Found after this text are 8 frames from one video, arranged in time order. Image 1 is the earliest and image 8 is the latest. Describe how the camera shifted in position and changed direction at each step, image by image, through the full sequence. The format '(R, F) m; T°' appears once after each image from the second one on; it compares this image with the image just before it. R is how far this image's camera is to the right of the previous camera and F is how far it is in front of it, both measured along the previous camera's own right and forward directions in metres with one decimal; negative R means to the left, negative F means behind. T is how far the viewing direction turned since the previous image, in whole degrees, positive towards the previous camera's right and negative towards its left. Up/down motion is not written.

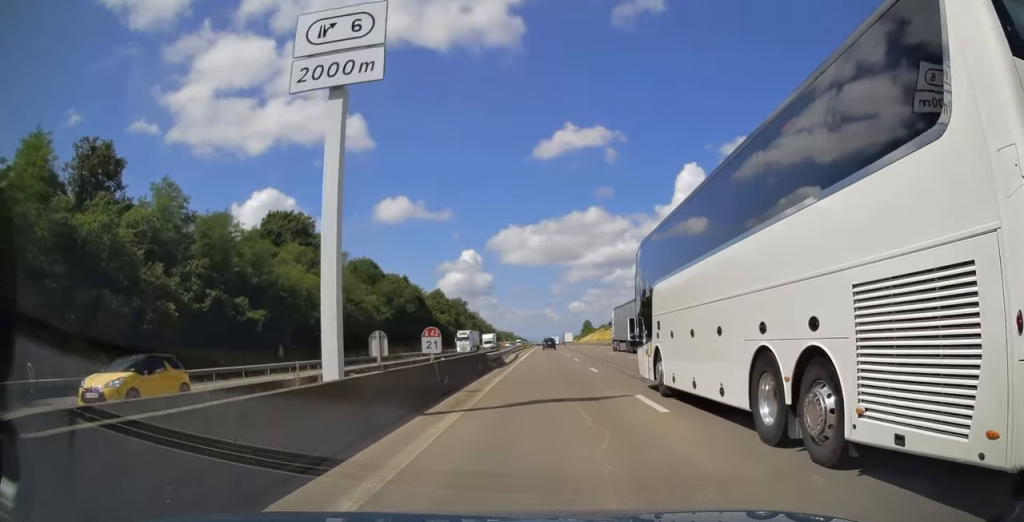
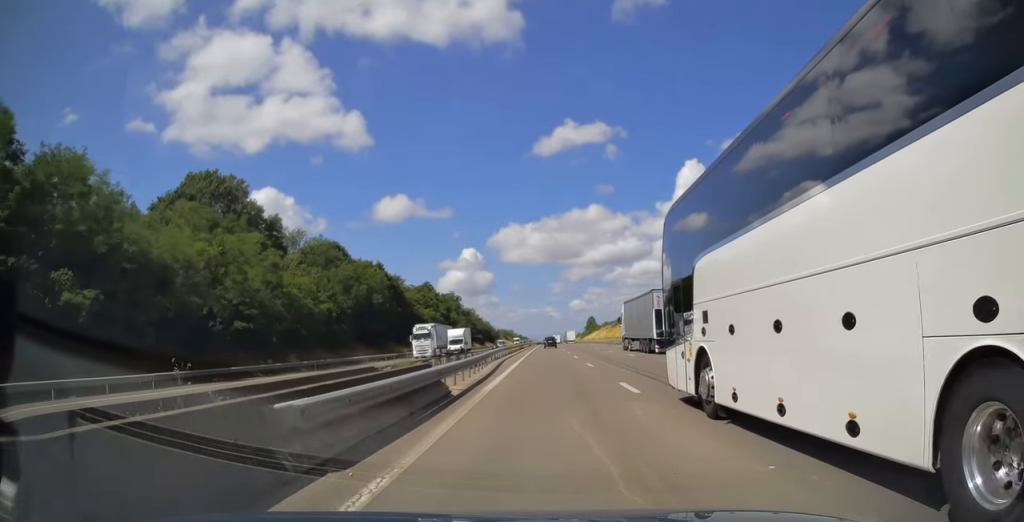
(+0.1, +22.7) m; 0°
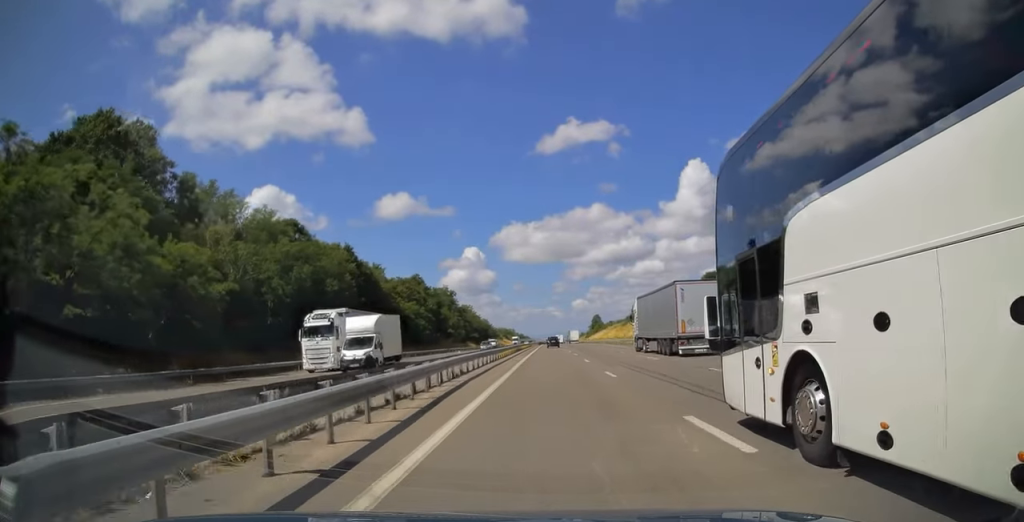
(-0.2, +20.4) m; 0°
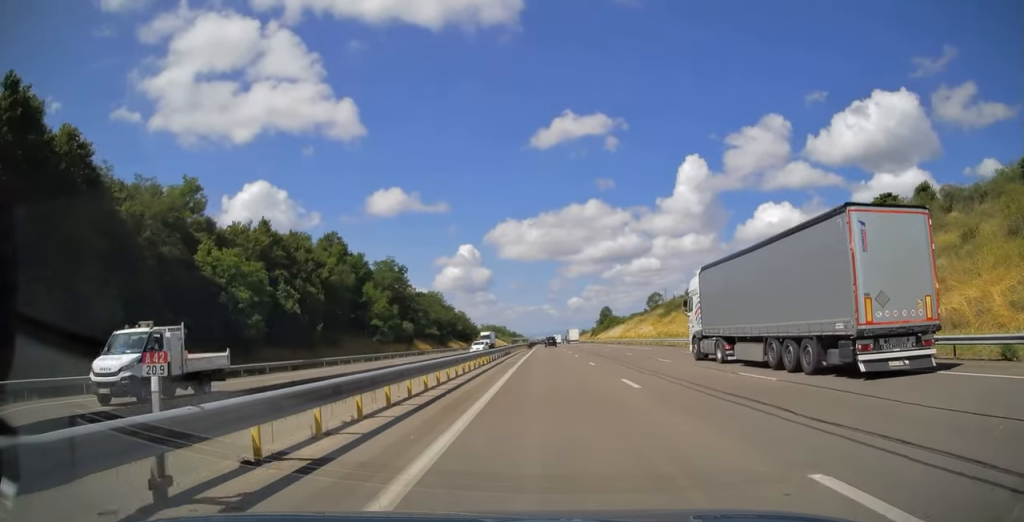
(0.0, +69.1) m; +1°
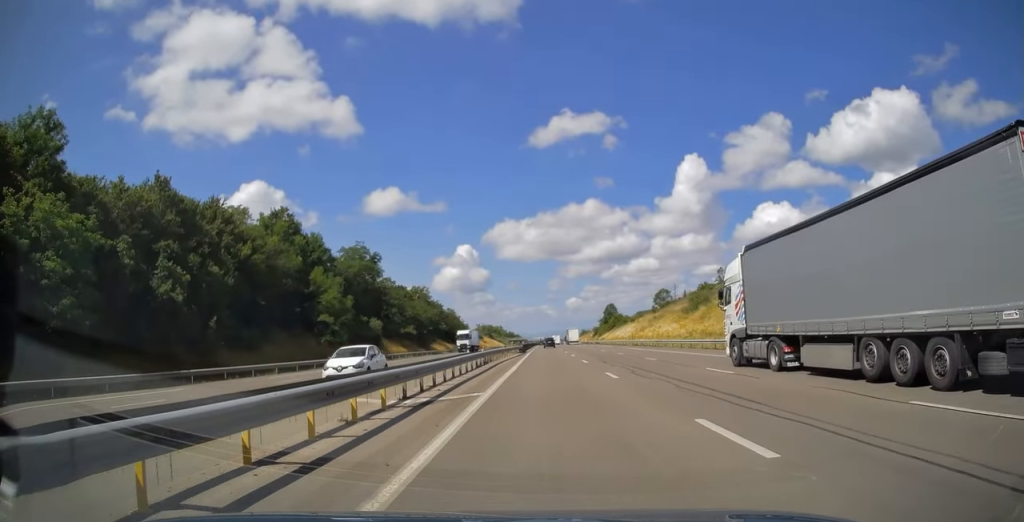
(+0.2, +22.1) m; 0°
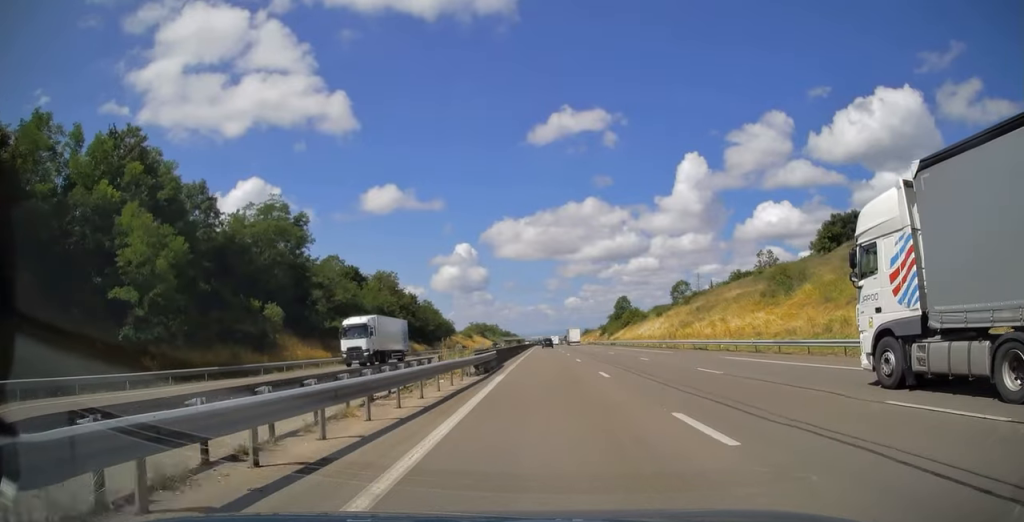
(+0.2, +37.9) m; 0°
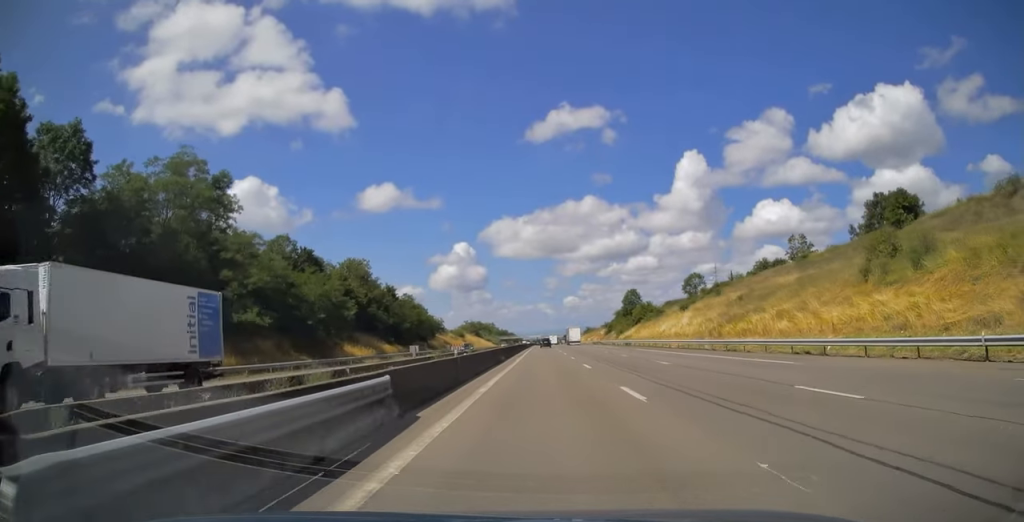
(-0.1, +22.1) m; 0°
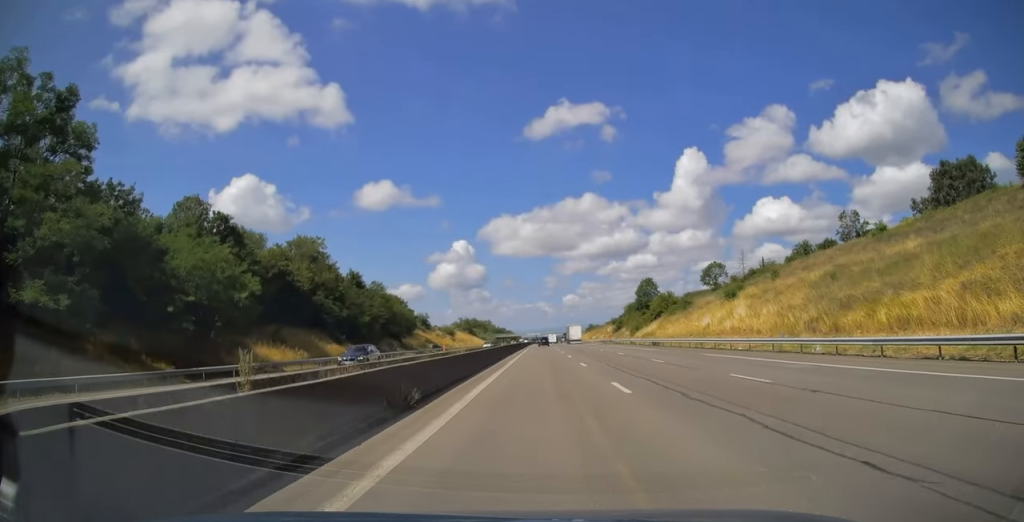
(-0.3, +25.5) m; 0°
